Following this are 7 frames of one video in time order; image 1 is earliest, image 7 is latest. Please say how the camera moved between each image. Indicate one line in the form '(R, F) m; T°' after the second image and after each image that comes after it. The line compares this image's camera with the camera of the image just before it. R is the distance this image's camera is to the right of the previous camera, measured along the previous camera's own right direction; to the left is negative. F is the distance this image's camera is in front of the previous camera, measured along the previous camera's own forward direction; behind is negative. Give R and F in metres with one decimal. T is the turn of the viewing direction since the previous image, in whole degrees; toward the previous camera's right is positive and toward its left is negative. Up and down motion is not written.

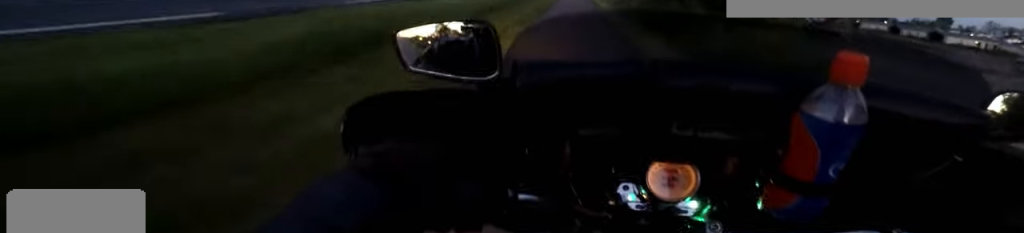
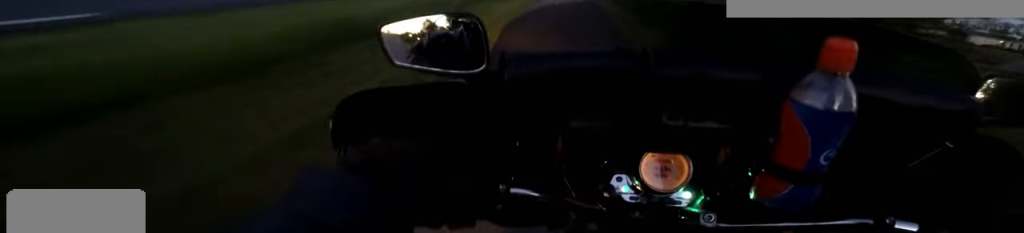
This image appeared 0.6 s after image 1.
(0.0, +7.7) m; 0°
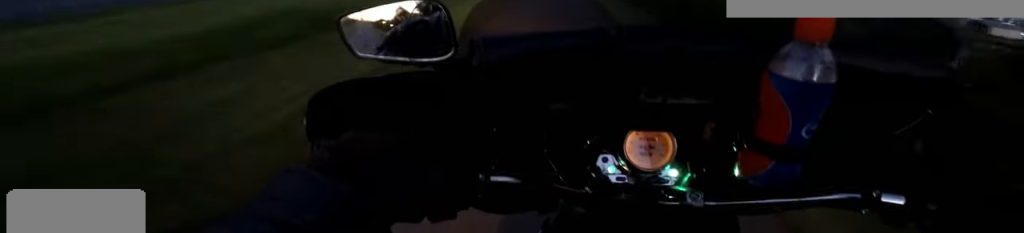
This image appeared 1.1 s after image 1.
(0.0, +7.0) m; 0°
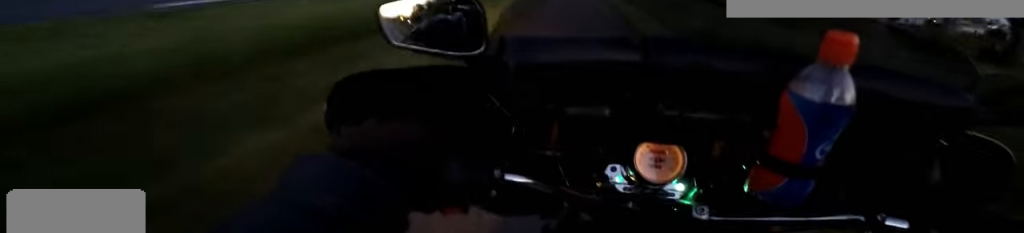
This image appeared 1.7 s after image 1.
(0.0, +7.6) m; 0°
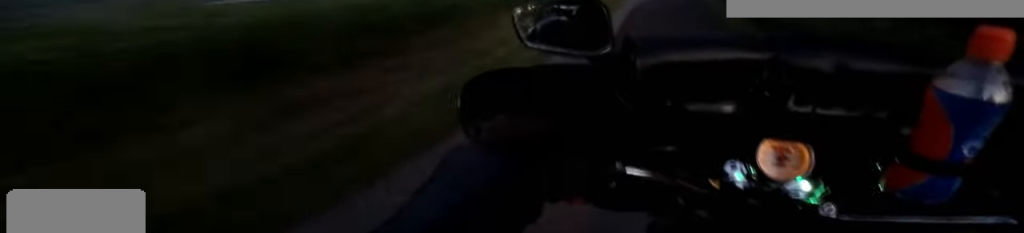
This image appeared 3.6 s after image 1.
(0.0, +24.7) m; +1°
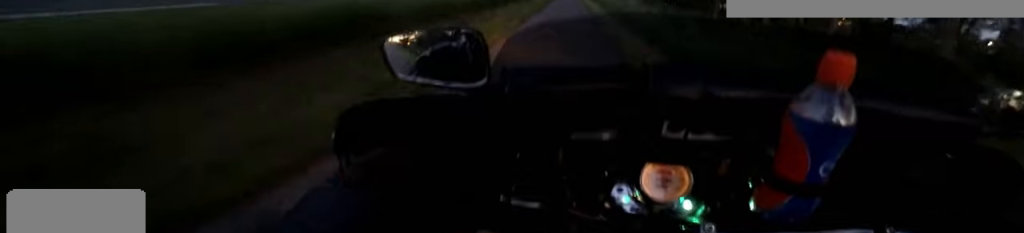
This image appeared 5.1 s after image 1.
(+0.9, +18.6) m; +3°
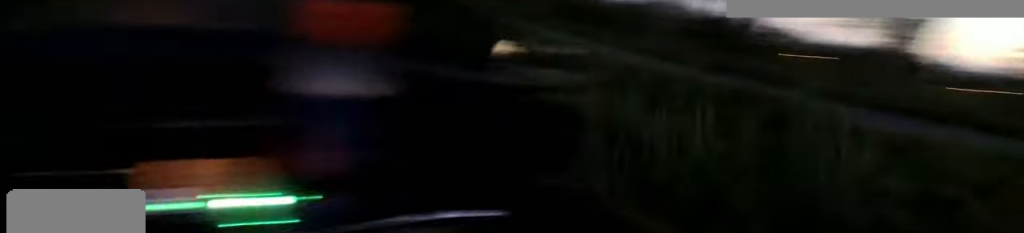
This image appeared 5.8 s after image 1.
(0.0, +9.6) m; -2°
